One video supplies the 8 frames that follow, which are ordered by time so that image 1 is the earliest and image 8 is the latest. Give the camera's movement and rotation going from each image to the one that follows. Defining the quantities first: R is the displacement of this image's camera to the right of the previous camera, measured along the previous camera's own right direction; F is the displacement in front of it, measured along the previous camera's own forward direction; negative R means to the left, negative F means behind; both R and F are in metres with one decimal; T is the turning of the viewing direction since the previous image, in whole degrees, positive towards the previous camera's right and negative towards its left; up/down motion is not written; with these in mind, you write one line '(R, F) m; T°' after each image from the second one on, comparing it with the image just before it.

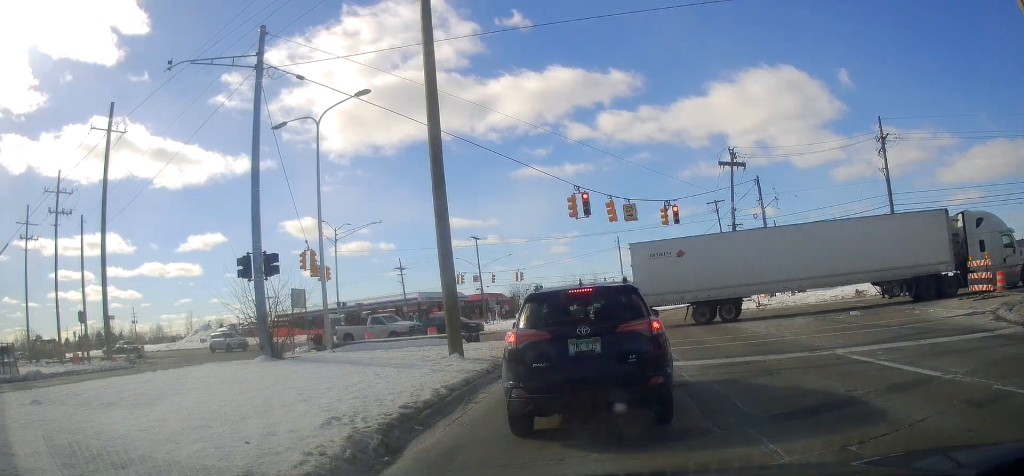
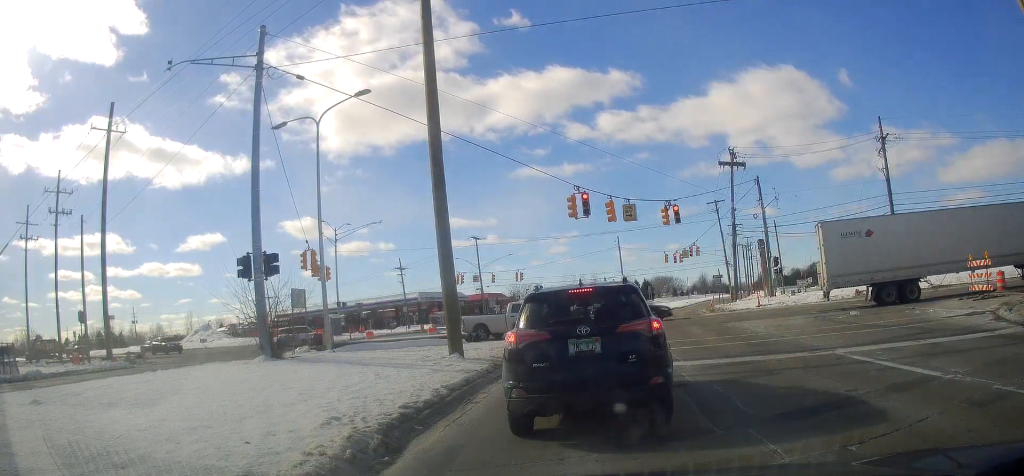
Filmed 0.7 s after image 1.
(0.0, 0.0) m; 0°
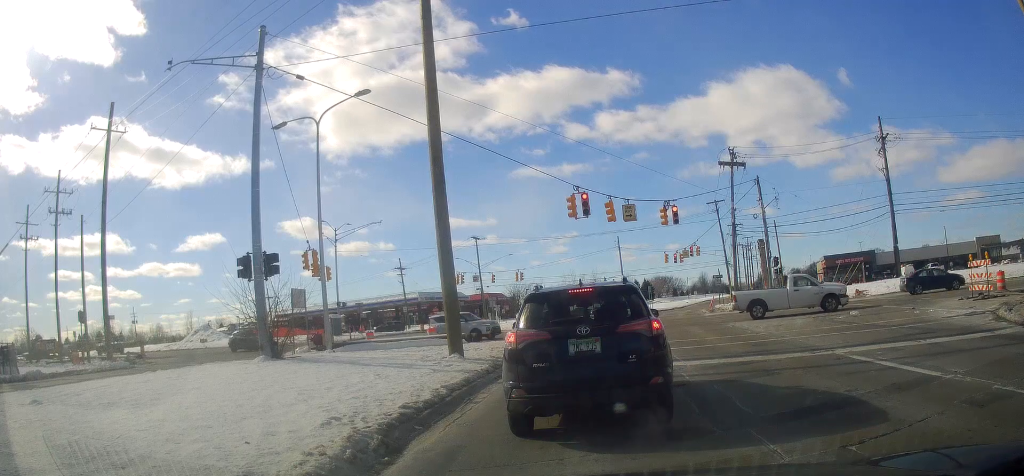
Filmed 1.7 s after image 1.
(0.0, 0.0) m; 0°
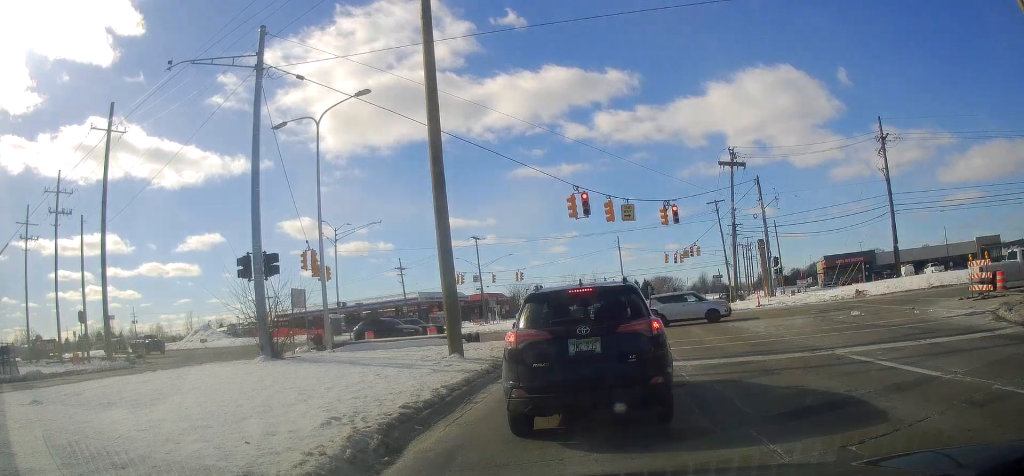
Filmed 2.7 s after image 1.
(0.0, 0.0) m; 0°
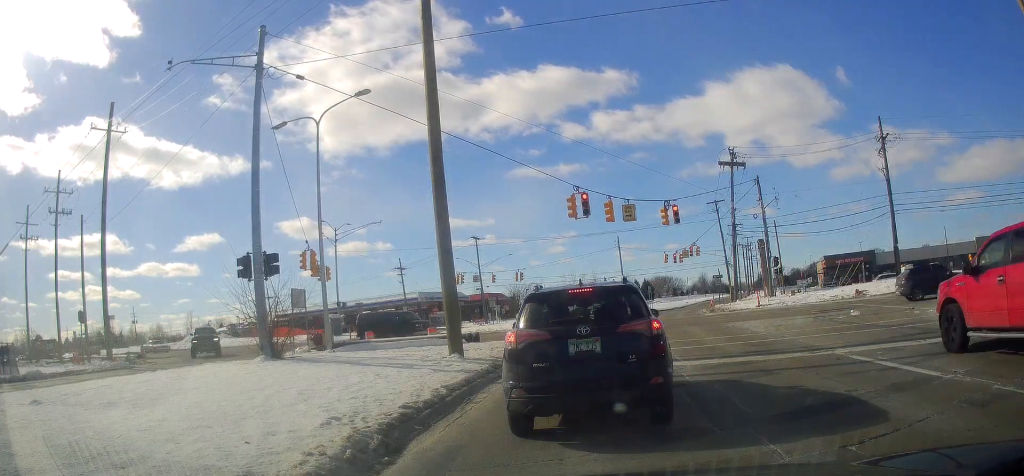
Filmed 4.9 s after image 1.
(0.0, 0.0) m; 0°
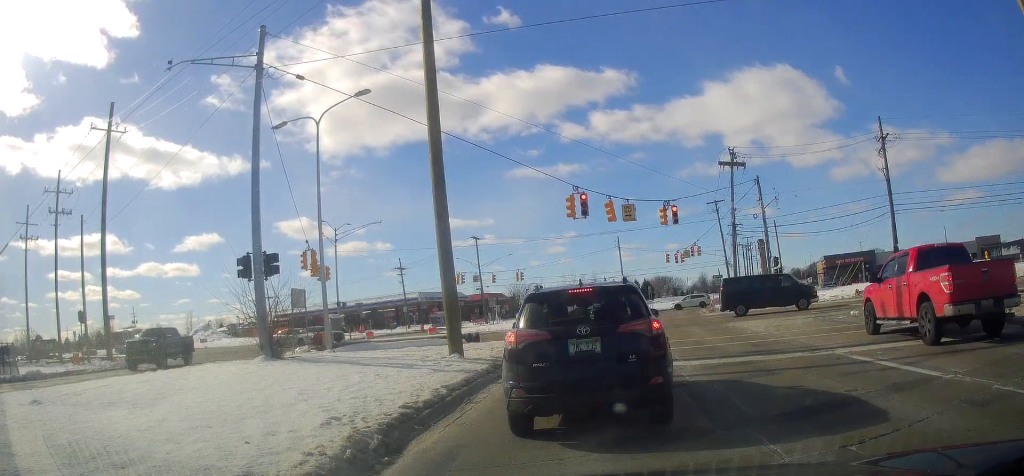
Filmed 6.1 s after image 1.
(0.0, 0.0) m; 0°
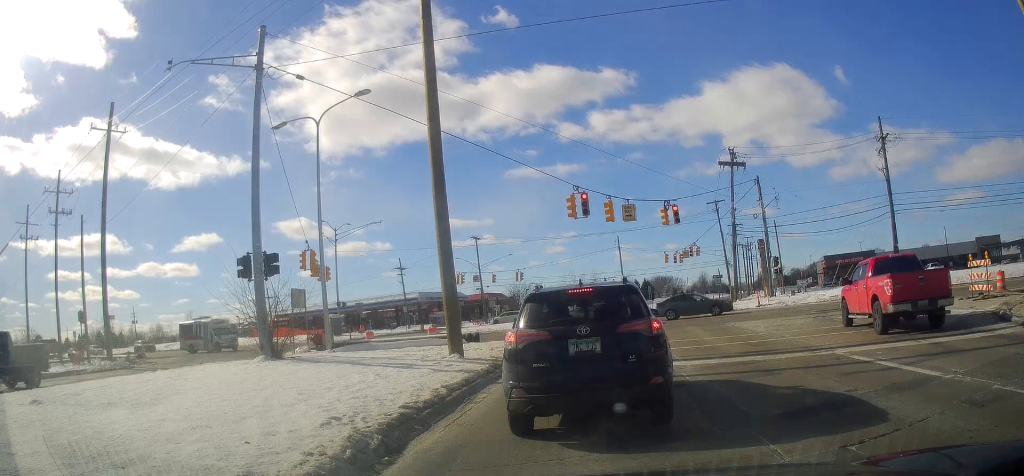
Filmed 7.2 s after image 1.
(0.0, 0.0) m; 0°
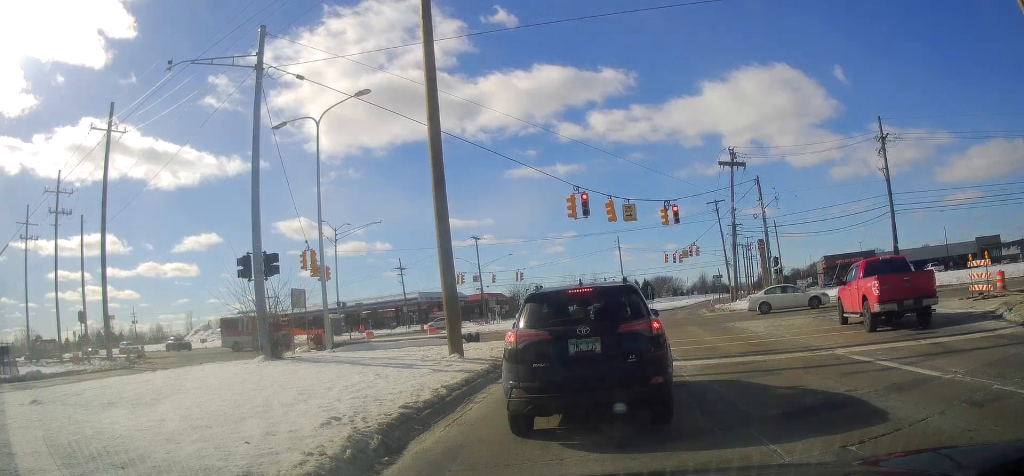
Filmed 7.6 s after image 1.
(0.0, 0.0) m; 0°
